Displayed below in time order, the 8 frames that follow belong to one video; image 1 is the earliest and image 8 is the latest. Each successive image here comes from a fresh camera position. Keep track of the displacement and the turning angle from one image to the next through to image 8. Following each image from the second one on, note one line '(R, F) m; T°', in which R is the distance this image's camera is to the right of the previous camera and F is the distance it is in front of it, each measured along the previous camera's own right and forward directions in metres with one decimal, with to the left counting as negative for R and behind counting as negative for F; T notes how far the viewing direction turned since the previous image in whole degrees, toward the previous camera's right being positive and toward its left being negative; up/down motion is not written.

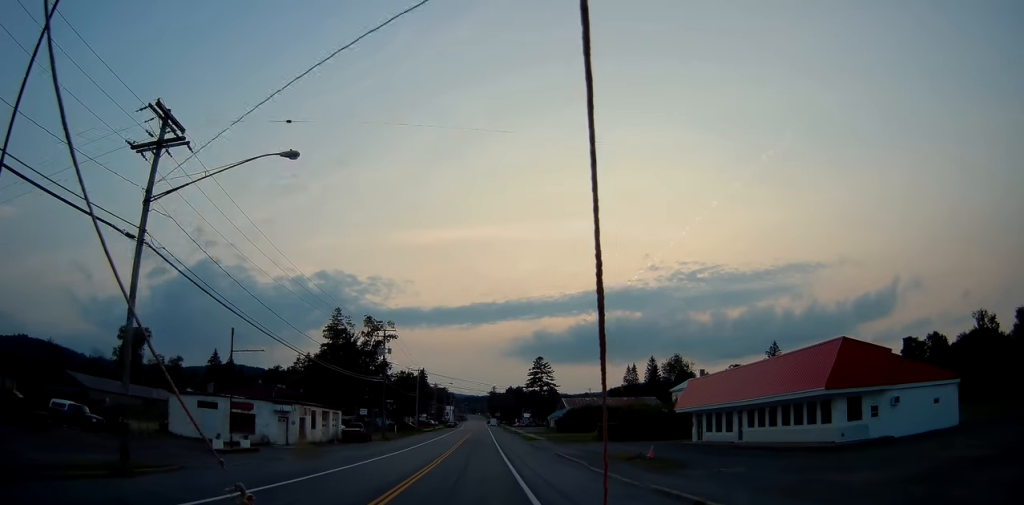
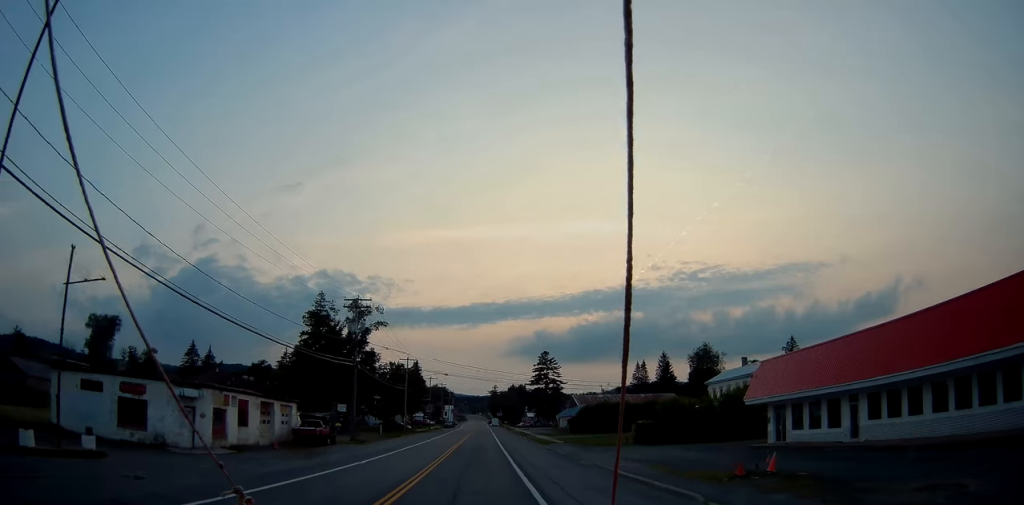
(+0.1, +15.3) m; -1°
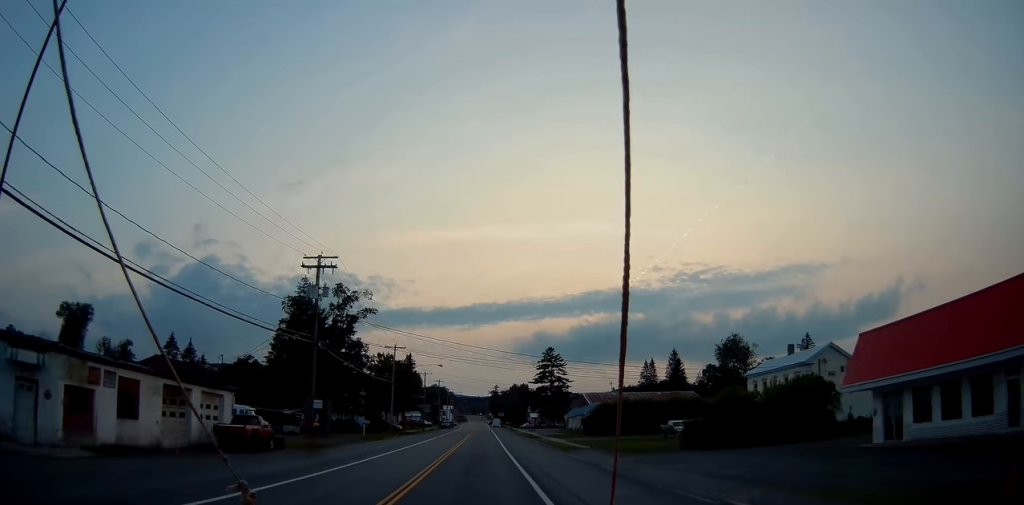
(-0.2, +12.5) m; 0°
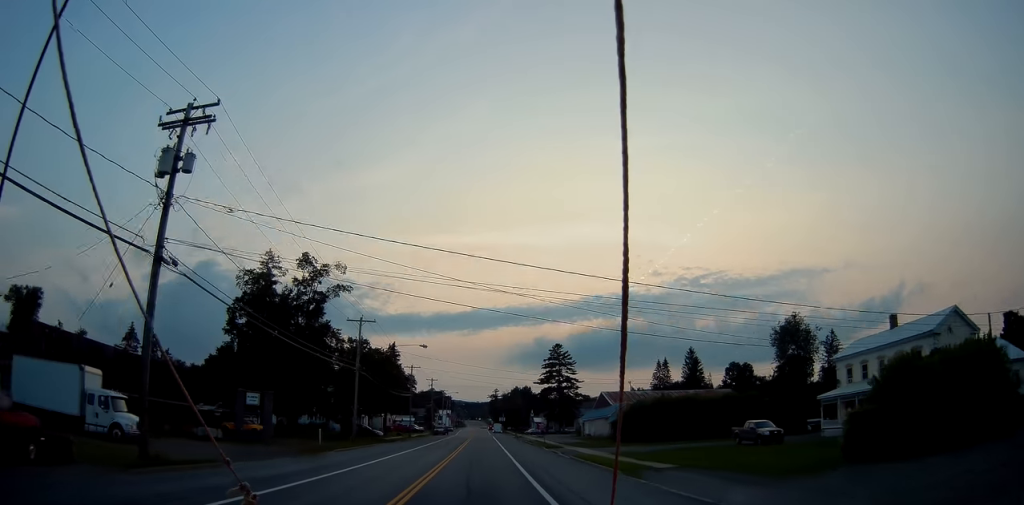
(+0.2, +19.4) m; +1°
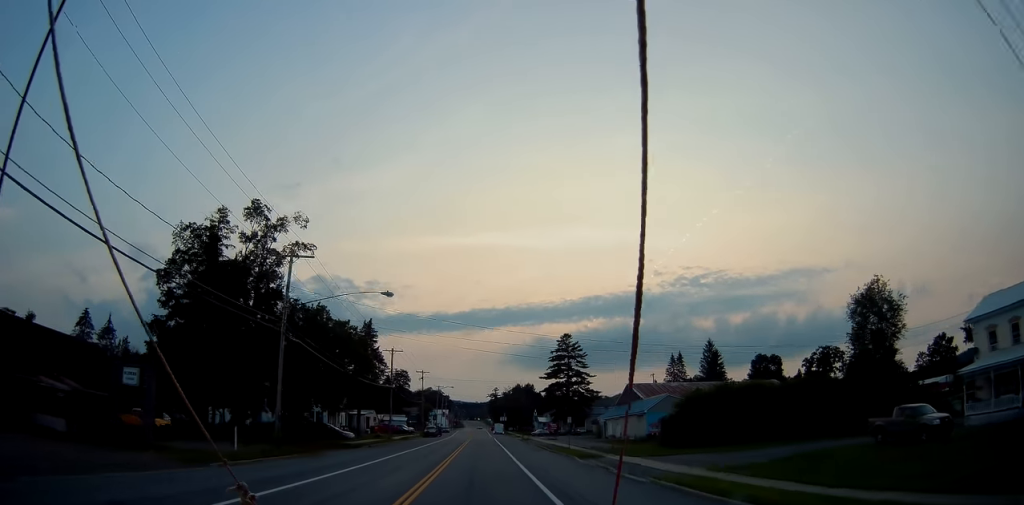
(+0.1, +18.3) m; 0°
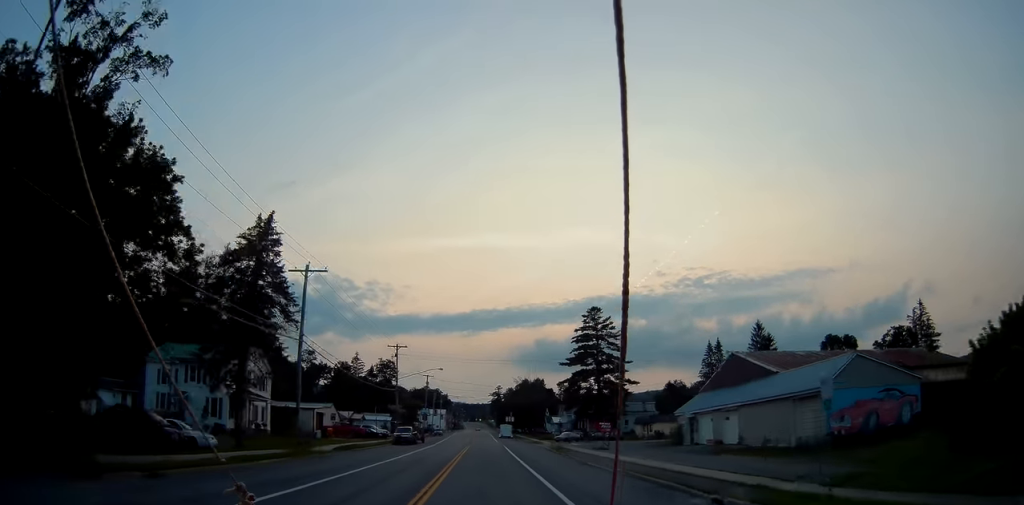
(-0.2, +34.6) m; 0°
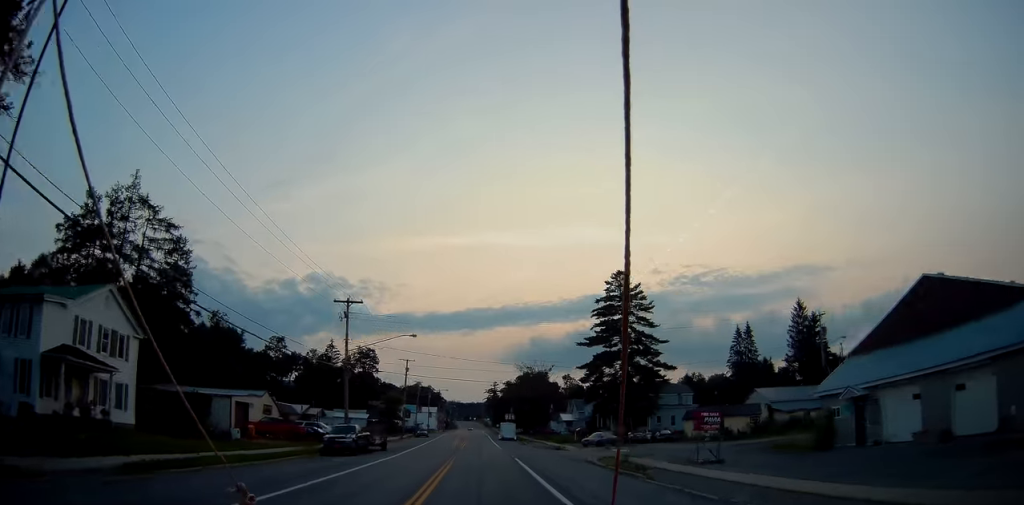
(+0.3, +25.0) m; +1°
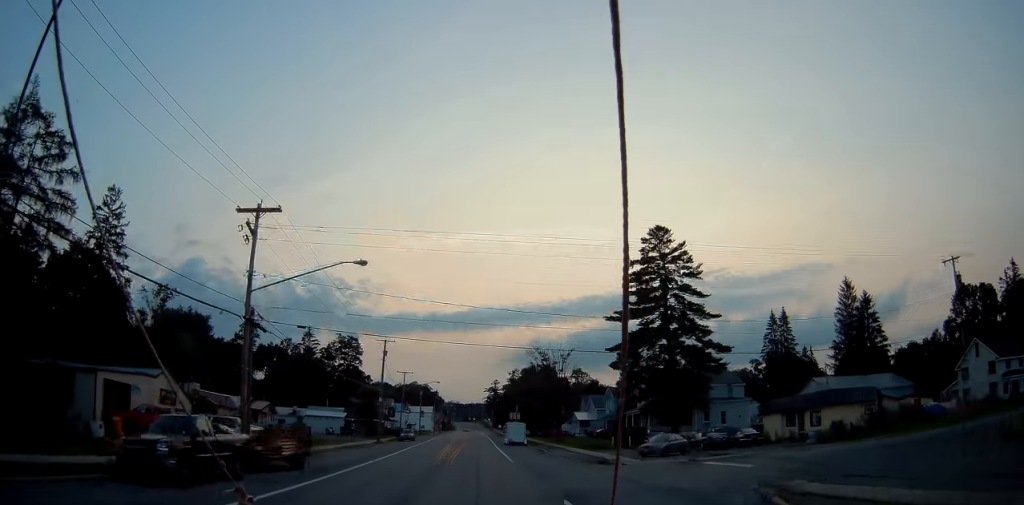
(0.0, +20.4) m; -1°
